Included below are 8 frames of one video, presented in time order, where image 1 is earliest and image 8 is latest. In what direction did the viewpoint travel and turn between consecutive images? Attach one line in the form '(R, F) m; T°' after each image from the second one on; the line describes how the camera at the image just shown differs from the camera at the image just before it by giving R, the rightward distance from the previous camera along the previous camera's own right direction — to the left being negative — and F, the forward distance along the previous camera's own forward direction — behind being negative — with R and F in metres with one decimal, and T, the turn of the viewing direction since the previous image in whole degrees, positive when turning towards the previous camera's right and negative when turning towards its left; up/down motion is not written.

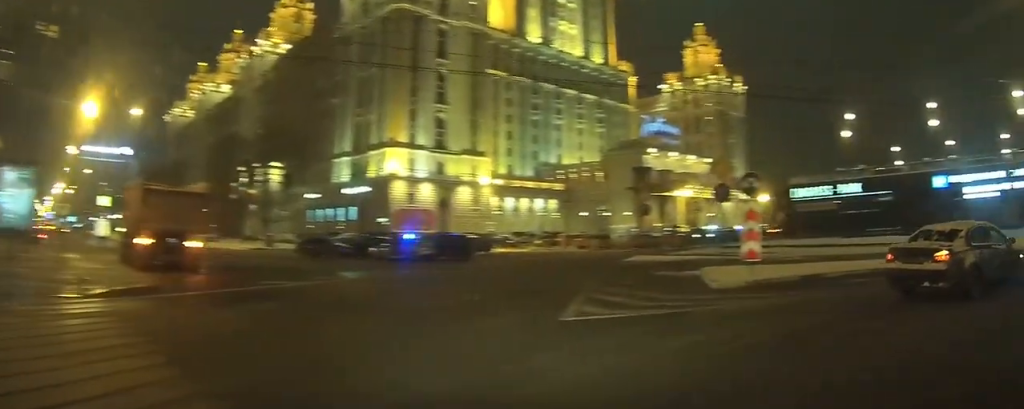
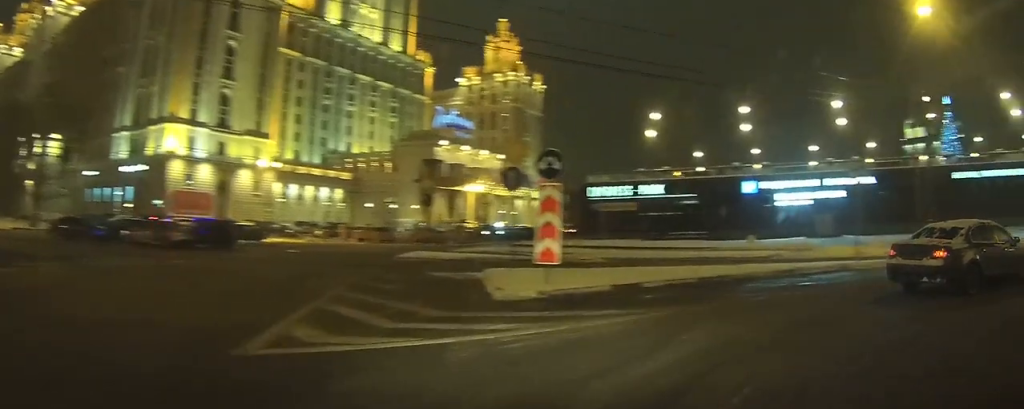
(+0.8, +3.6) m; +29°
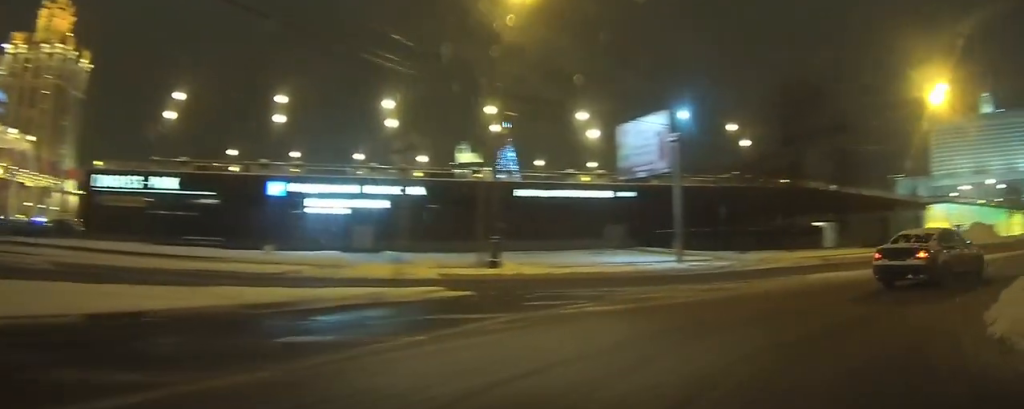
(+4.4, +5.9) m; +60°
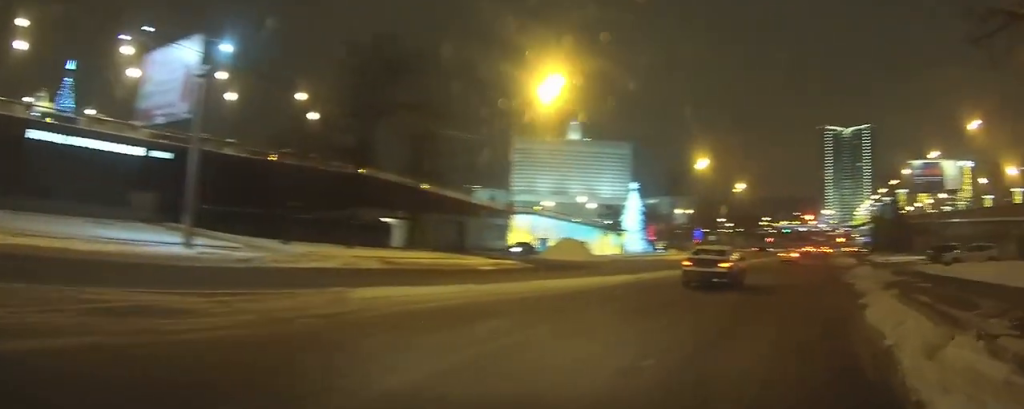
(+2.0, +10.3) m; +20°
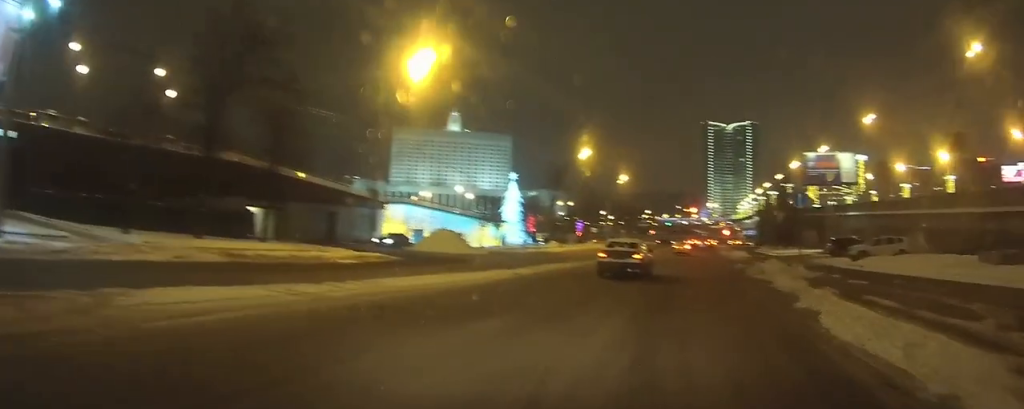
(+0.3, +4.5) m; +5°
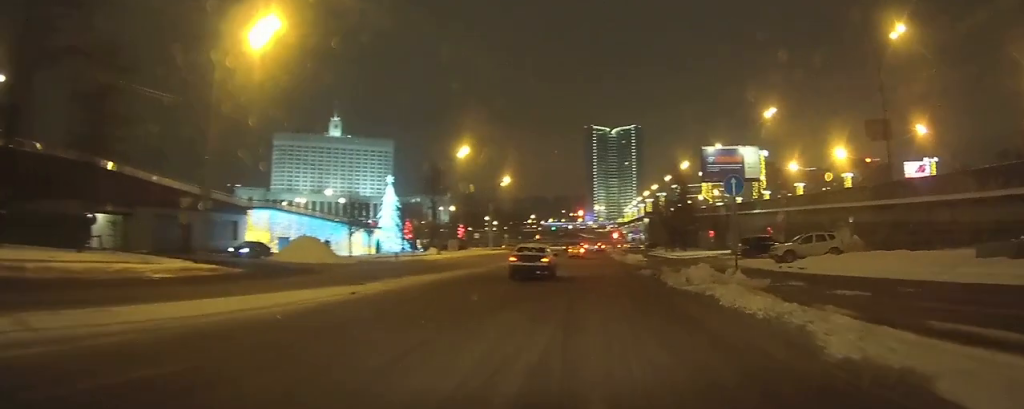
(+0.5, +7.7) m; +4°
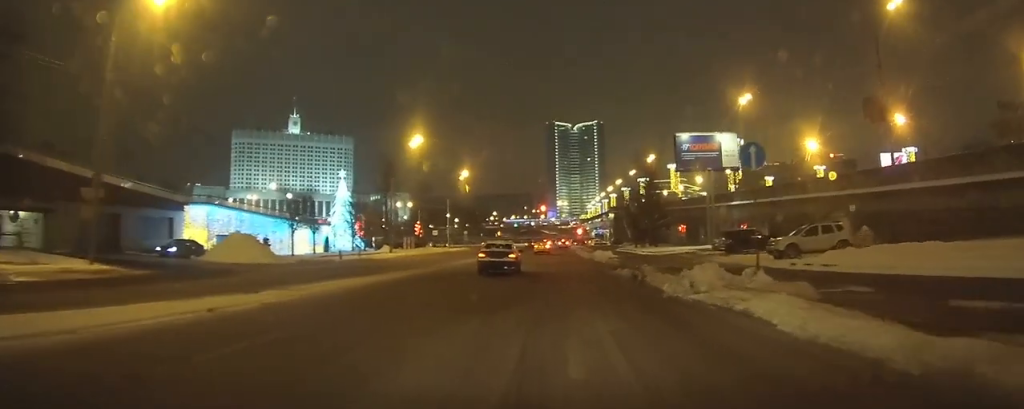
(0.0, +6.4) m; +1°
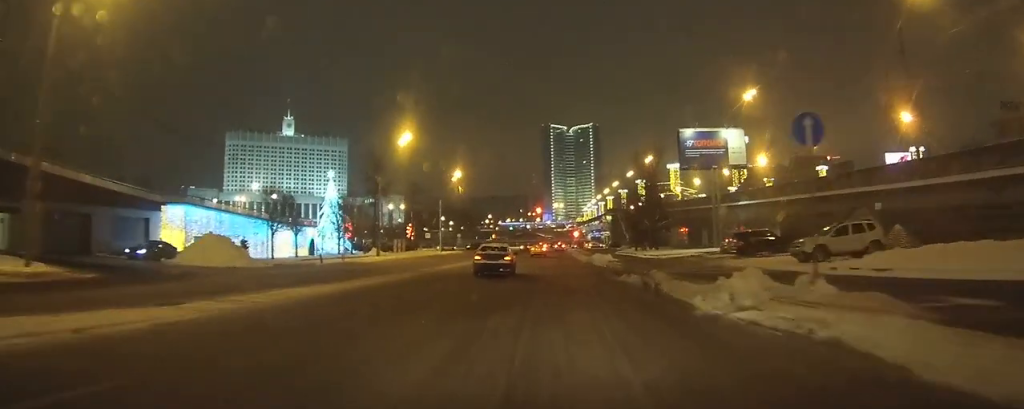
(+0.1, +3.9) m; +1°
